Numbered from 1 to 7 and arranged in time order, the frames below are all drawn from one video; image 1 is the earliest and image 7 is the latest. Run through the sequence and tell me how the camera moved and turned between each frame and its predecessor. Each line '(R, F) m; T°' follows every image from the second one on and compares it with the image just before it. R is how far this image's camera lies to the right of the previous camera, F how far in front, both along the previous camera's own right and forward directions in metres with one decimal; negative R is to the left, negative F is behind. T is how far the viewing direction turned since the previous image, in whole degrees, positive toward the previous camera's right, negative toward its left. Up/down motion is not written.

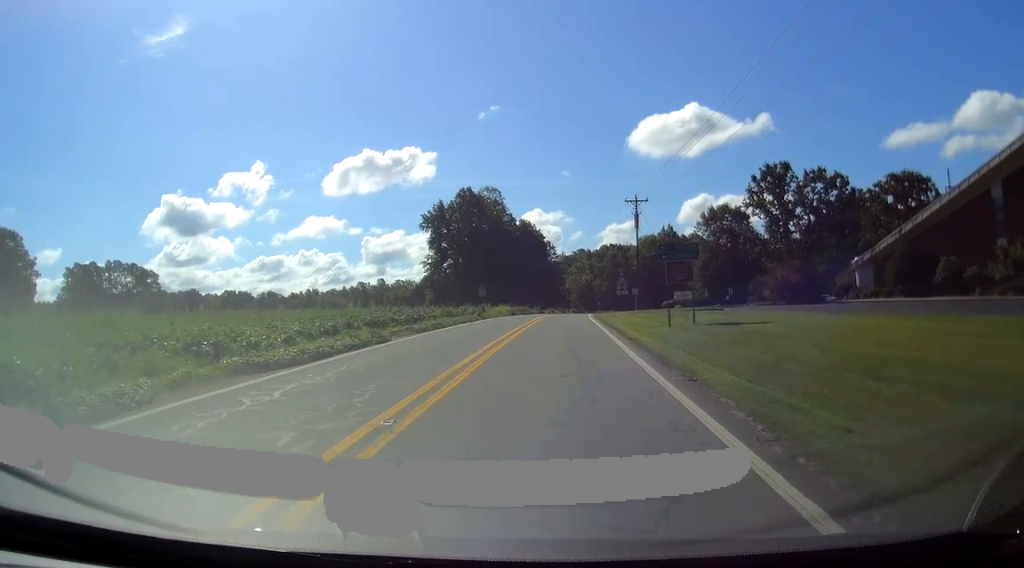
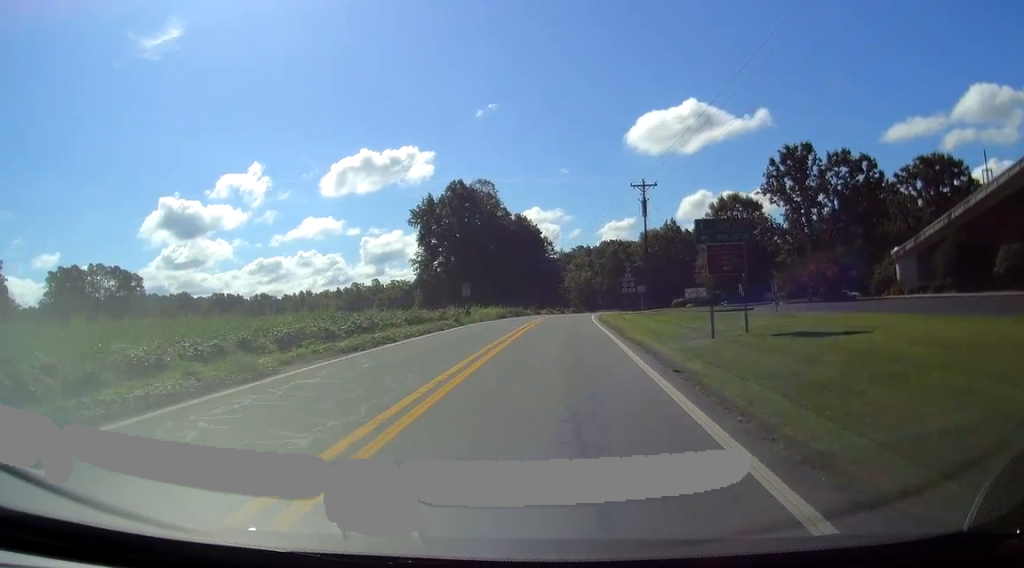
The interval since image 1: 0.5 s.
(+0.2, +8.8) m; 0°
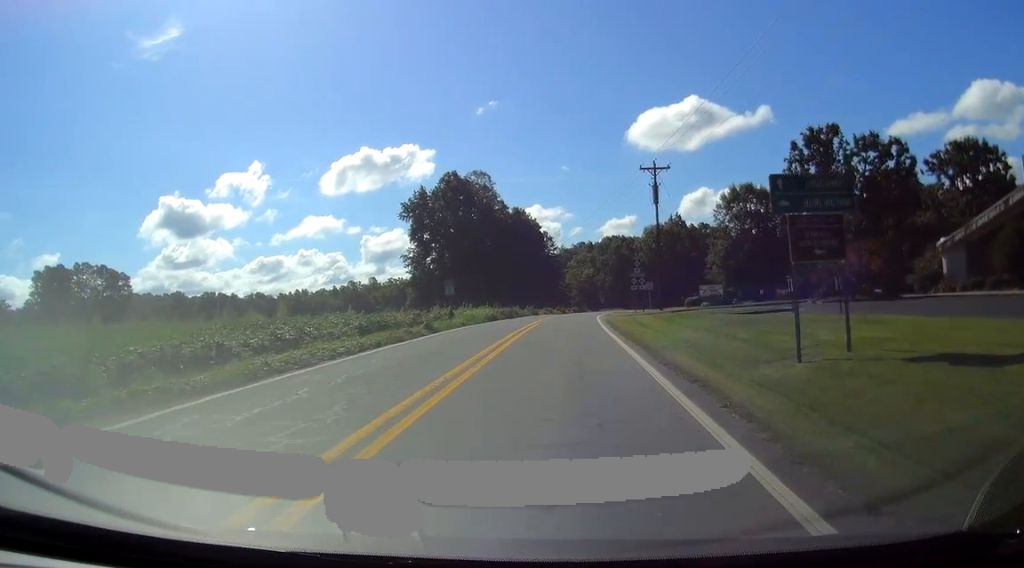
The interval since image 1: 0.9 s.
(+0.1, +7.5) m; 0°
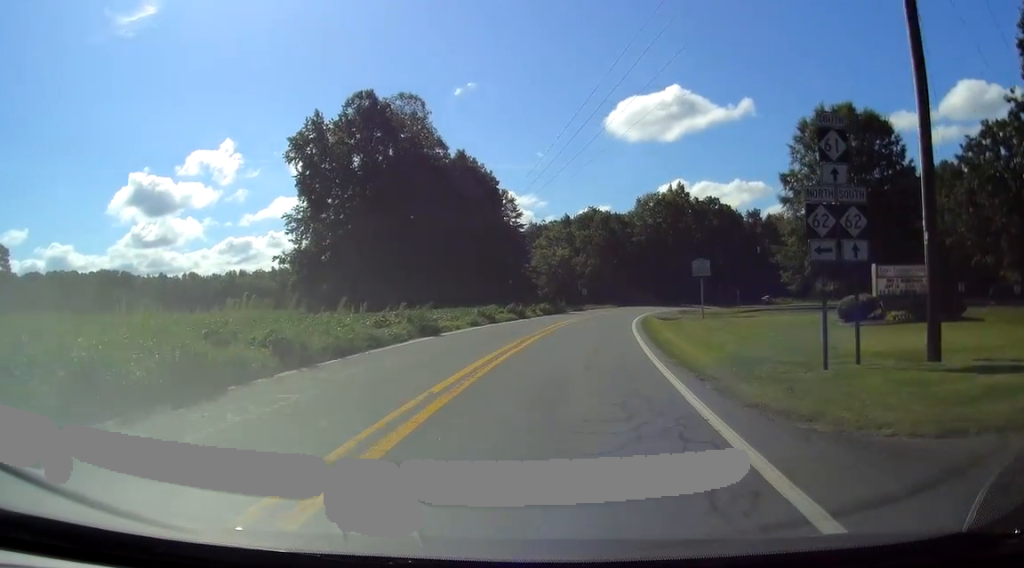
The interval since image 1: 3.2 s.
(-0.1, +43.0) m; +1°
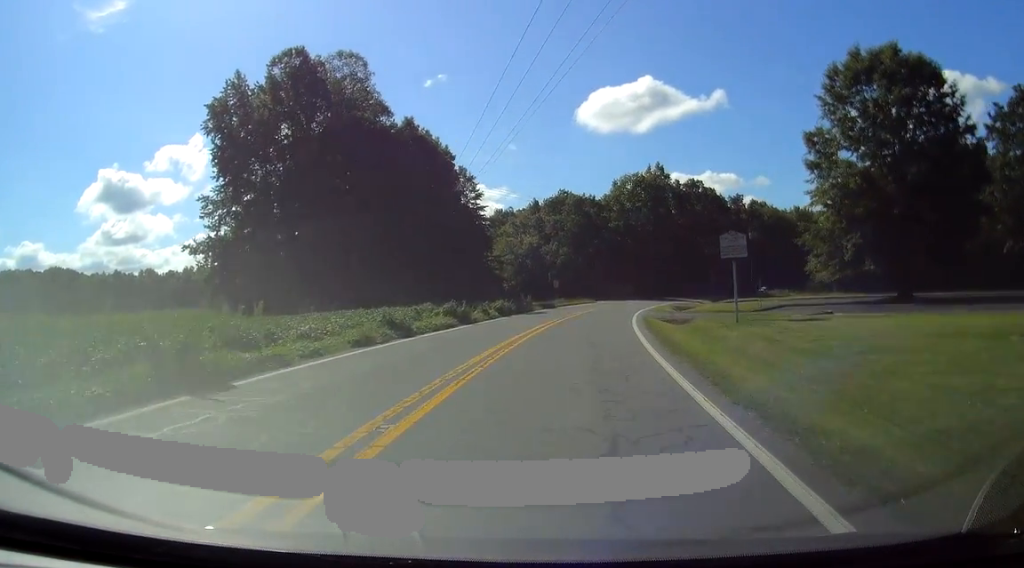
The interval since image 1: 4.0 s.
(+0.1, +13.5) m; +2°
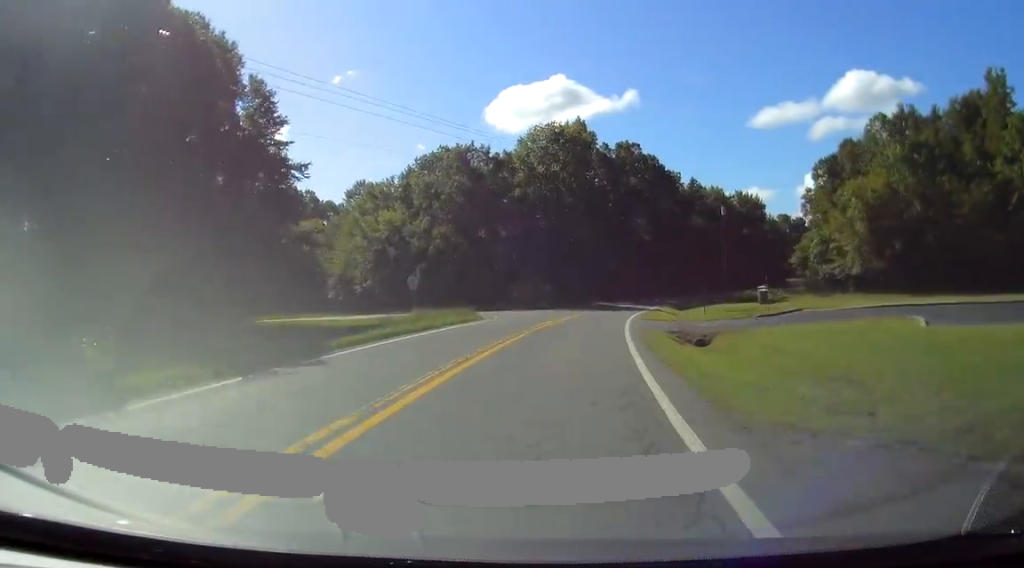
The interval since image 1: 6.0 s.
(+2.3, +36.8) m; +7°
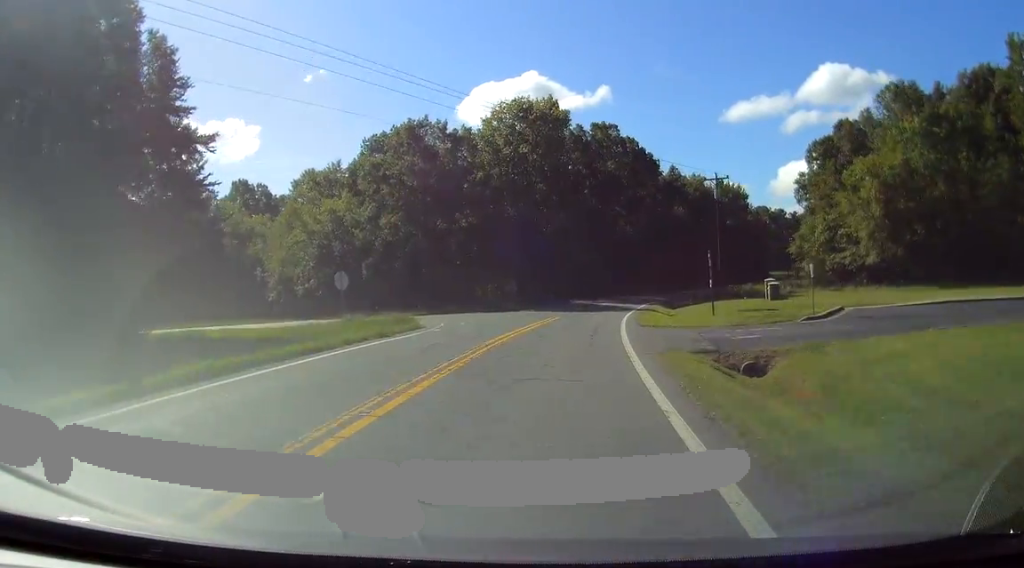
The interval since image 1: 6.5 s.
(+0.1, +9.6) m; +2°
